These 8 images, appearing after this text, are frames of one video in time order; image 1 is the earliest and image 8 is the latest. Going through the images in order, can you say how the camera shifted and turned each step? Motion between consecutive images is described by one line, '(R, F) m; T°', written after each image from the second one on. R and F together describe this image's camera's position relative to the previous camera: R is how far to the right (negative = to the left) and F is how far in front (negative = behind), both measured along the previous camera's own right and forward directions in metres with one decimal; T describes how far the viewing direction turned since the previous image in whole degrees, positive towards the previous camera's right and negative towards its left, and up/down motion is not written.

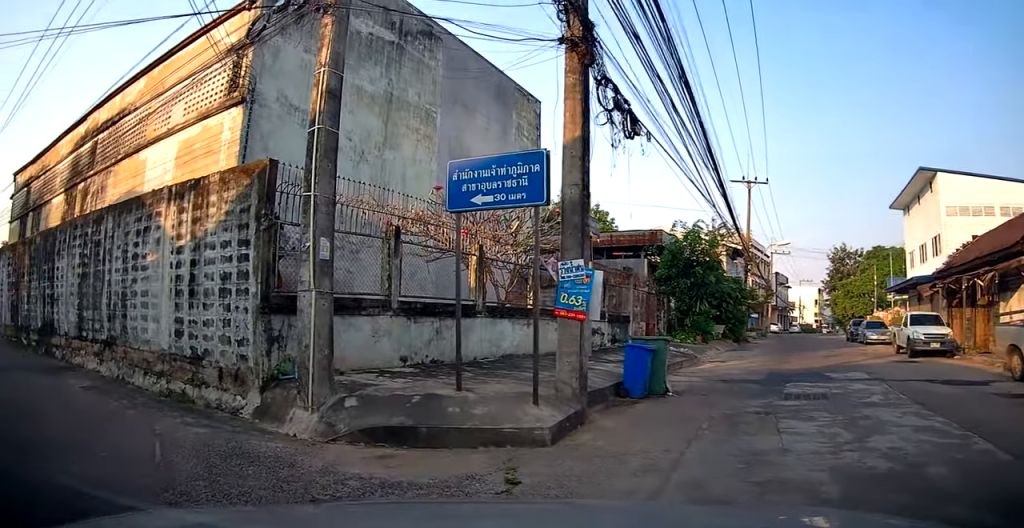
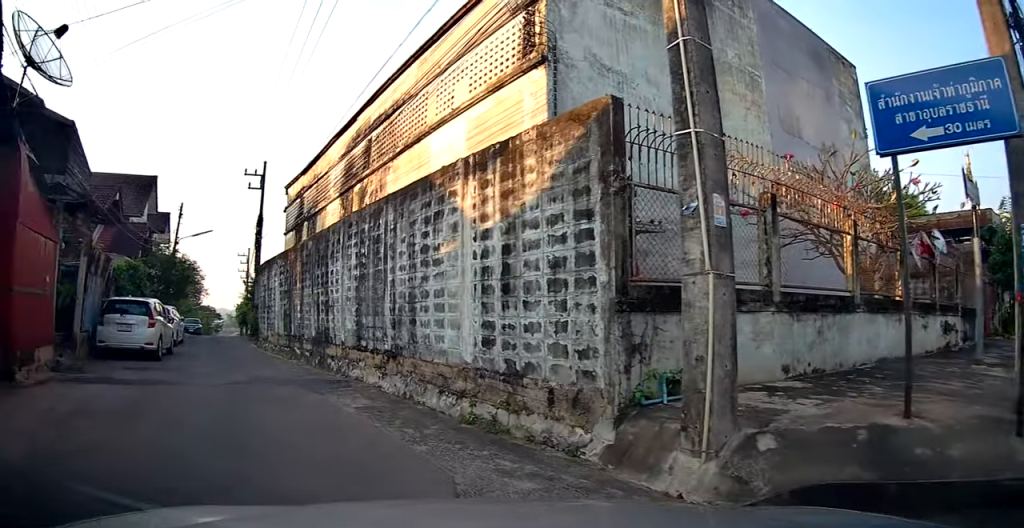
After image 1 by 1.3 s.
(-0.7, +2.2) m; -34°
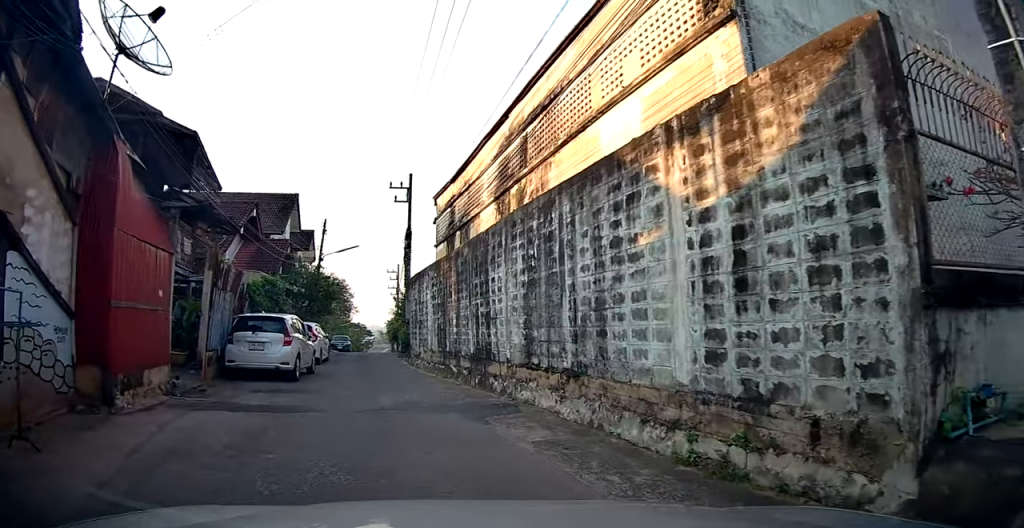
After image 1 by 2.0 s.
(-0.3, +1.7) m; -2°
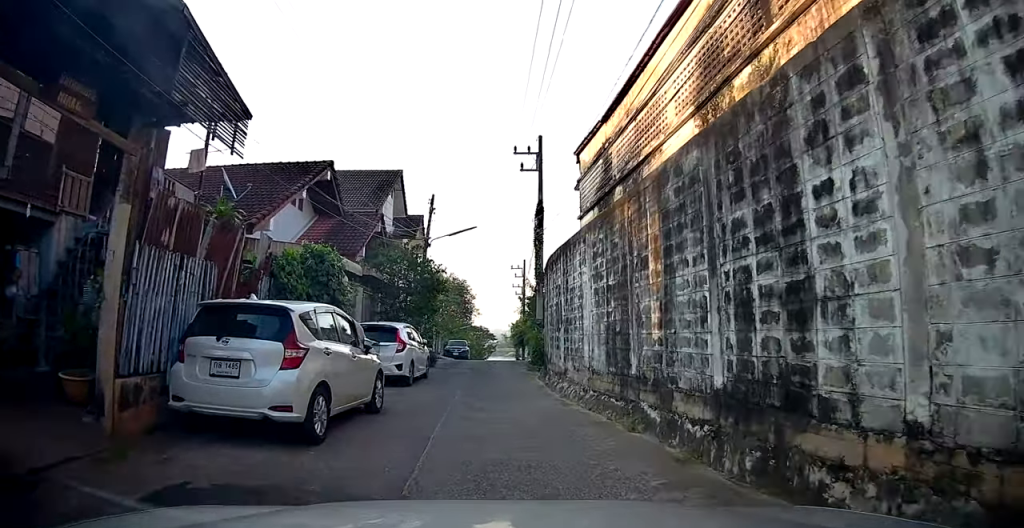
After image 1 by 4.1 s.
(+1.5, +7.1) m; +10°
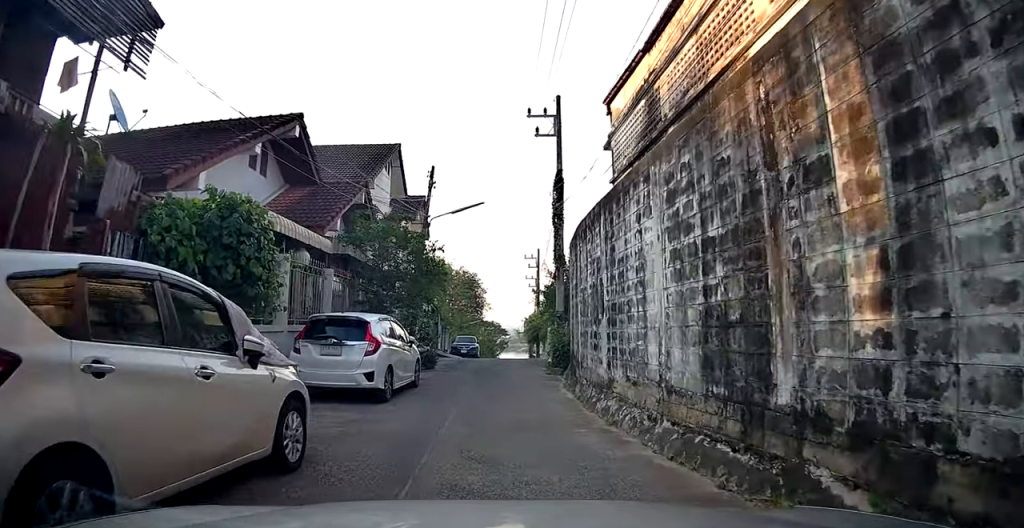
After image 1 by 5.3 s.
(-0.7, +4.2) m; -5°
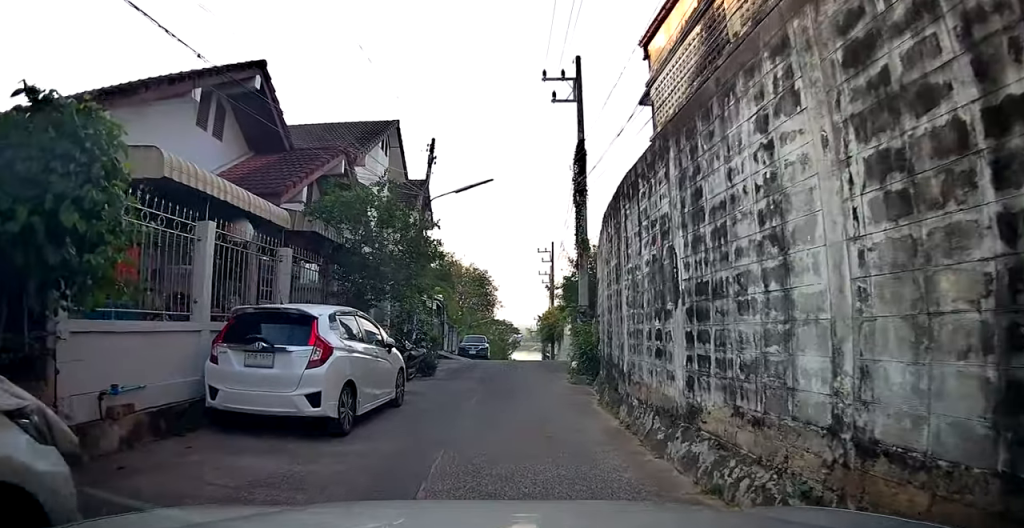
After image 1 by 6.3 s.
(+0.4, +3.3) m; -1°
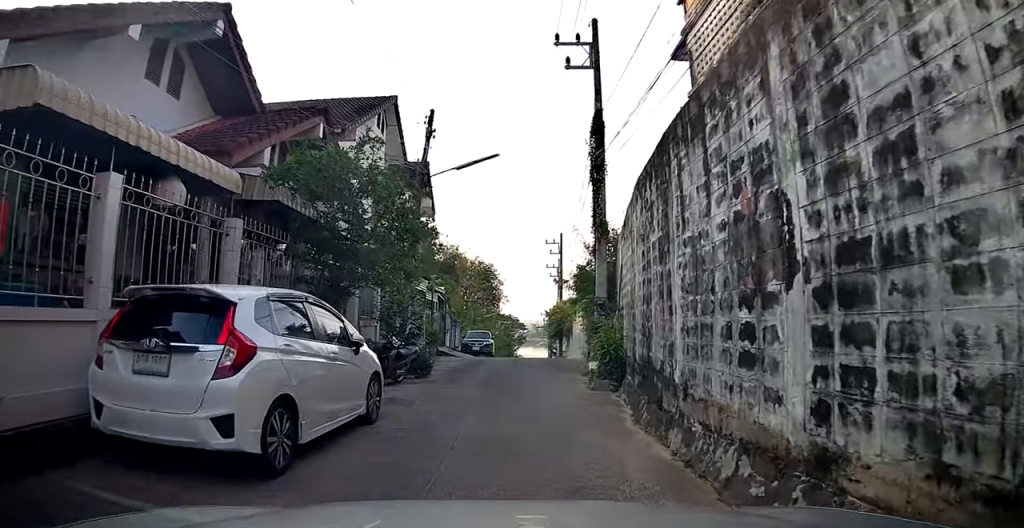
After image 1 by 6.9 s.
(-0.1, +2.2) m; 0°
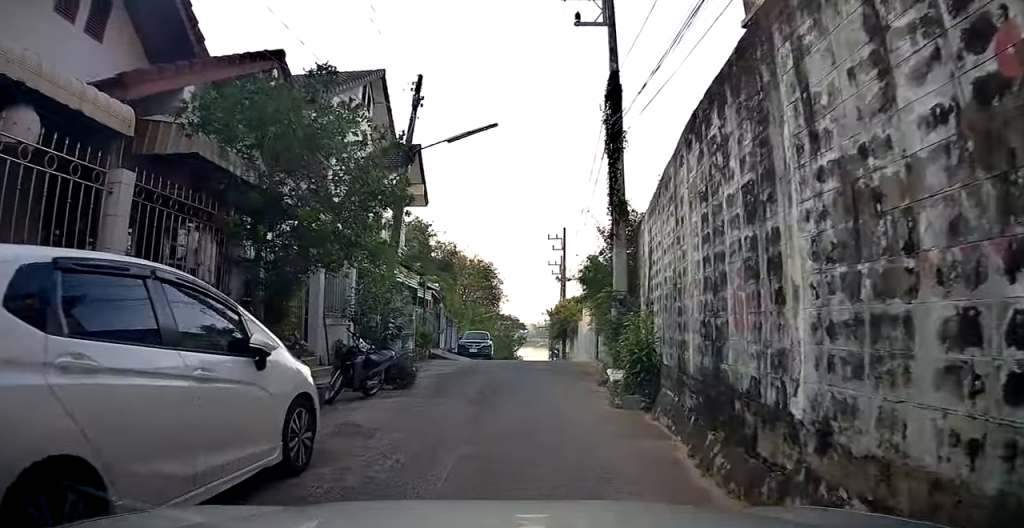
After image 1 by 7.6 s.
(-0.4, +2.5) m; +1°
